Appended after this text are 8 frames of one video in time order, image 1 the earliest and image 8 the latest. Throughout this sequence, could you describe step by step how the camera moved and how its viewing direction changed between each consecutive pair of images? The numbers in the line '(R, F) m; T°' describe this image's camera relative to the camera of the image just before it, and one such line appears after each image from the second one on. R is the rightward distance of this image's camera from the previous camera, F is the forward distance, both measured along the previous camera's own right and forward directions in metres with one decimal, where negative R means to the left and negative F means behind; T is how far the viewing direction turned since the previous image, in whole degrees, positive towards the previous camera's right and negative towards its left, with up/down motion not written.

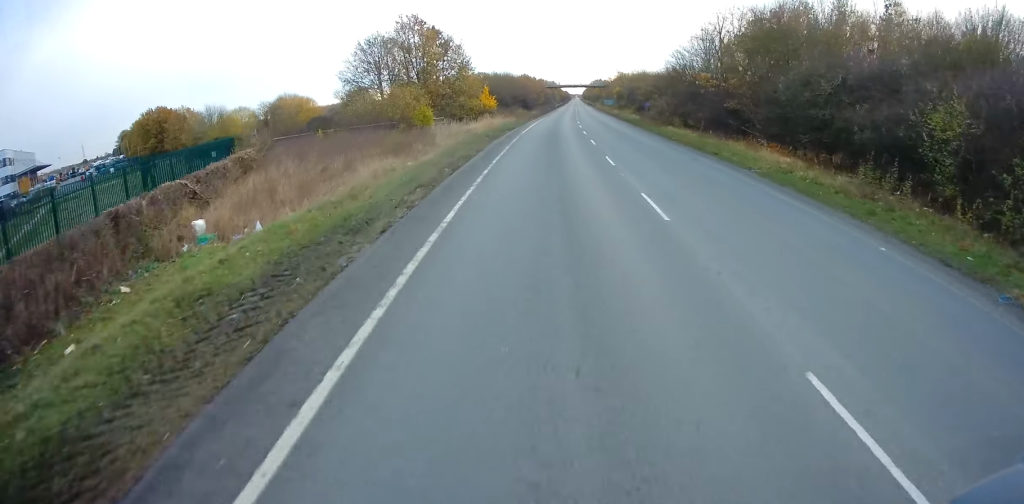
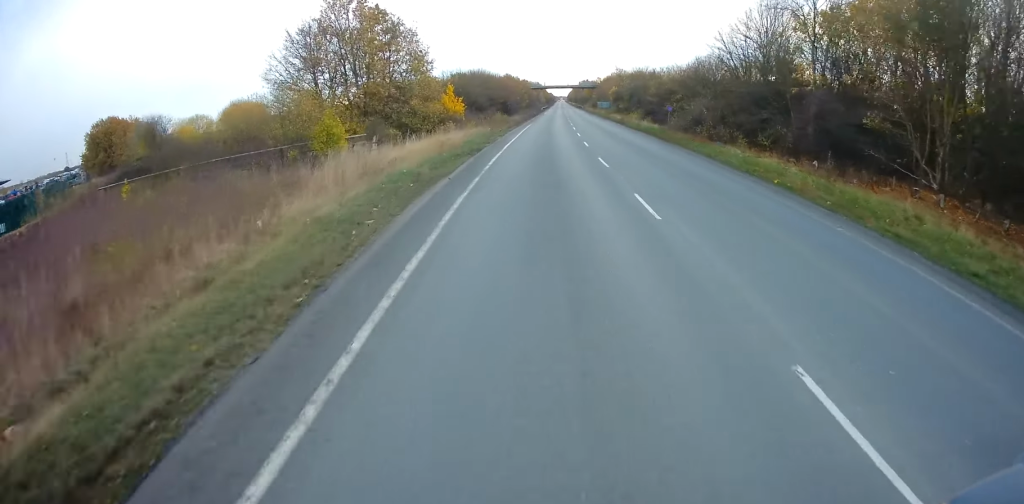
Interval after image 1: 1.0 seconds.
(0.0, +17.8) m; +2°
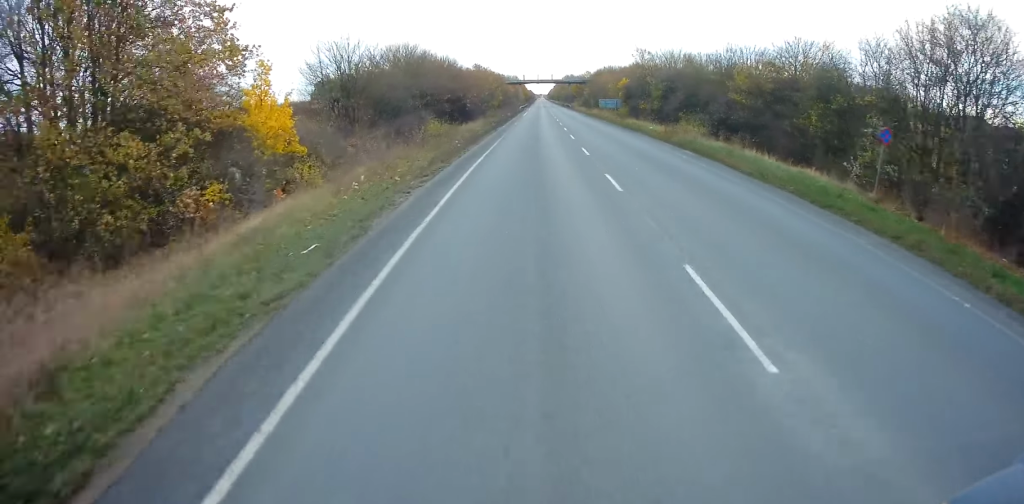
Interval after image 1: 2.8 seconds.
(+1.3, +33.0) m; +2°
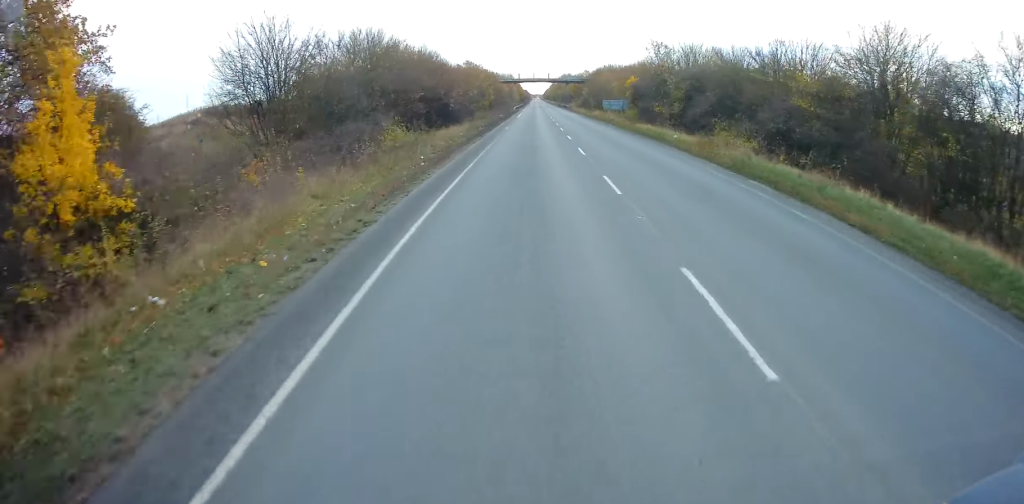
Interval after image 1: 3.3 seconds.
(+0.1, +9.1) m; -1°
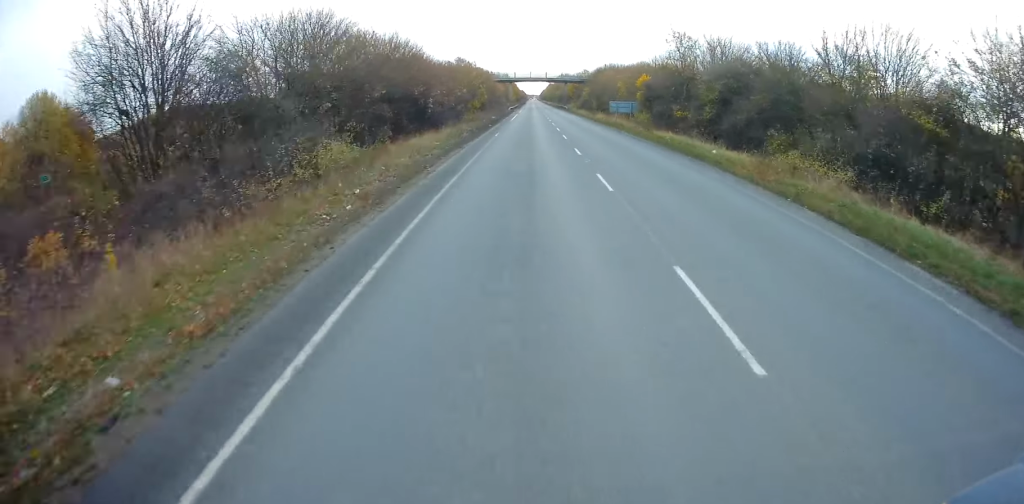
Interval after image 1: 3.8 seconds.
(-0.3, +8.6) m; 0°
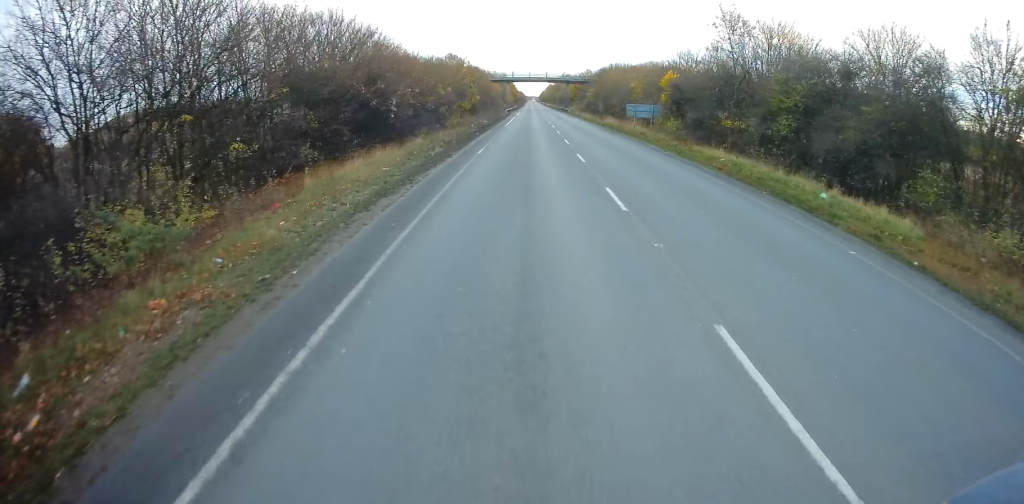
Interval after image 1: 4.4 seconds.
(-0.2, +11.1) m; 0°
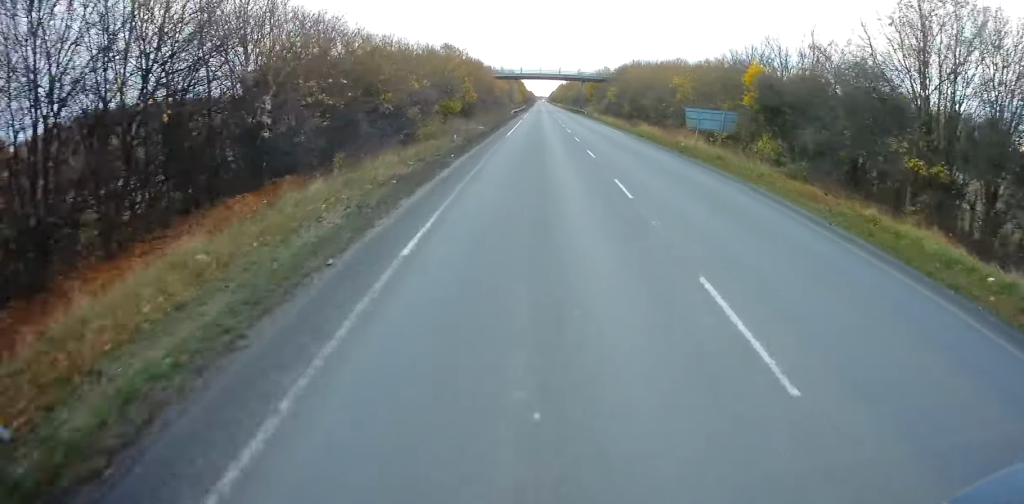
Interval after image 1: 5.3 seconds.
(+0.4, +16.3) m; +1°
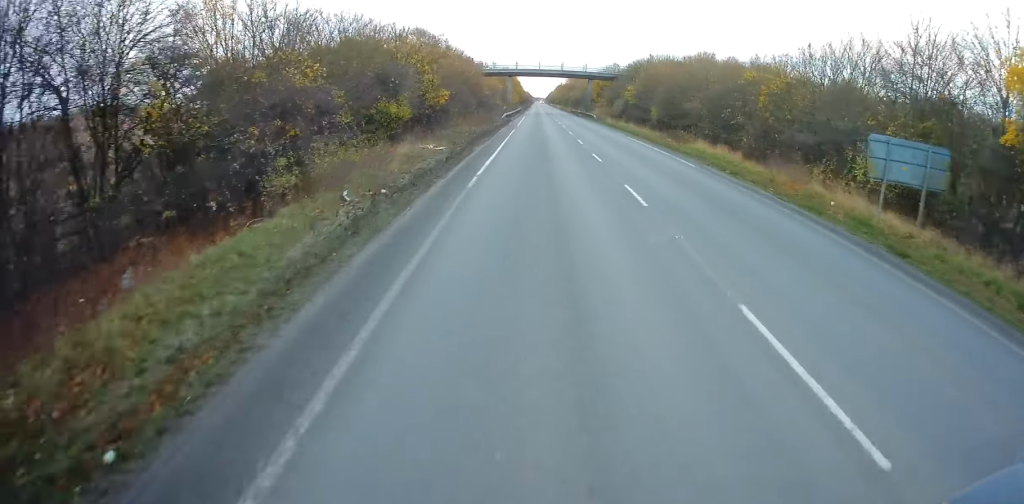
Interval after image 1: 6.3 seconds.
(0.0, +19.0) m; 0°
